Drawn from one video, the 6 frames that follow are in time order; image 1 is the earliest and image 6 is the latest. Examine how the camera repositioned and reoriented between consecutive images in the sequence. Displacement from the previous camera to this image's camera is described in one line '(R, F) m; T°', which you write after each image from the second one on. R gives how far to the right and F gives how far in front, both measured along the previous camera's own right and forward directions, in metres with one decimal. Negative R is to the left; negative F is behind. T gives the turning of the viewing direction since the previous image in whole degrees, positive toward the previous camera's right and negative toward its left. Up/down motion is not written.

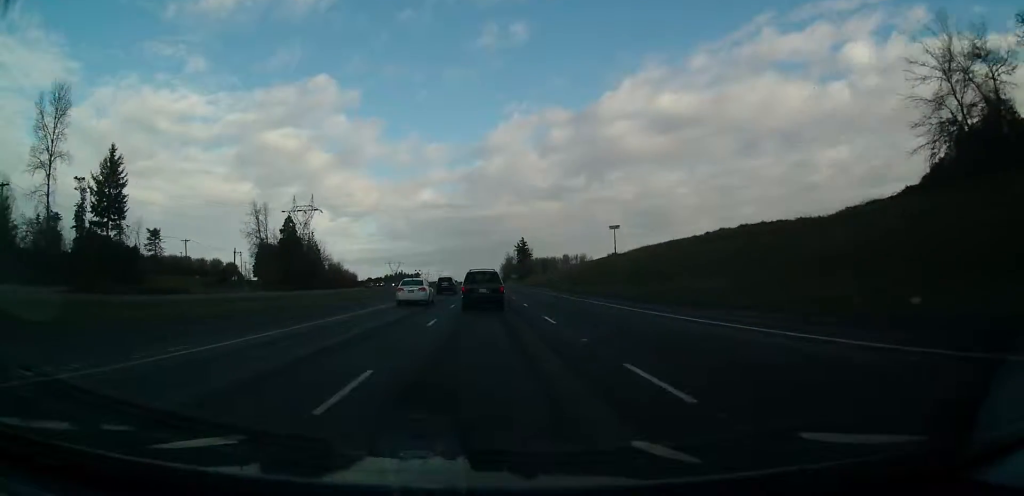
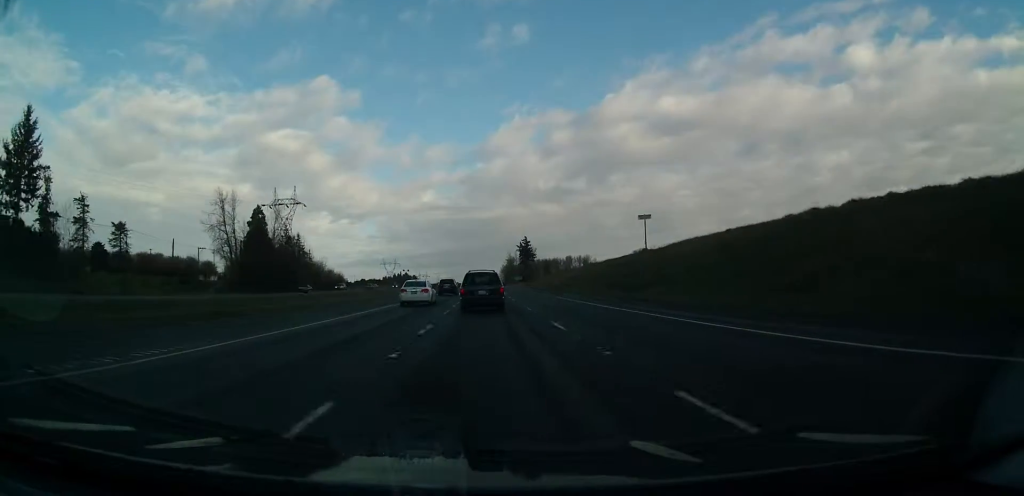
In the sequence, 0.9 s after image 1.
(0.0, +26.9) m; 0°
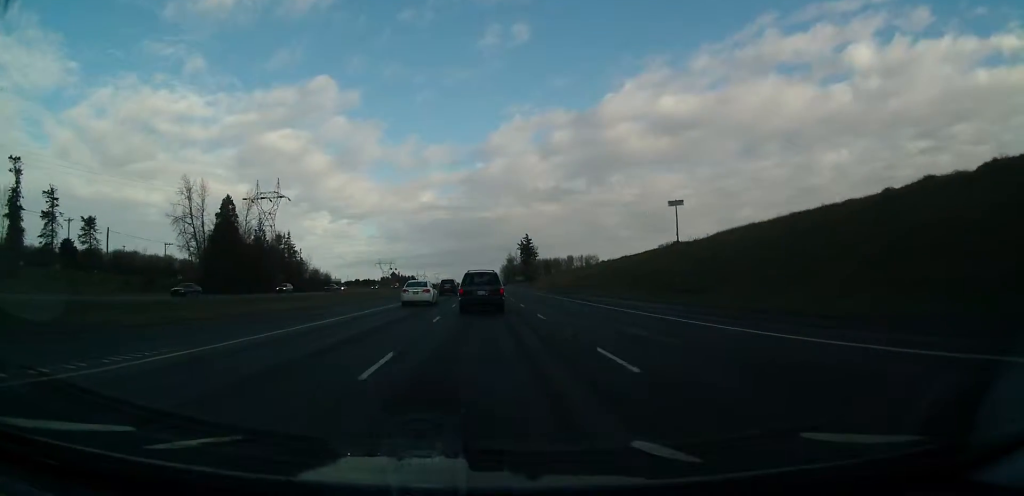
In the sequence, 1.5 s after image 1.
(-0.1, +19.8) m; 0°
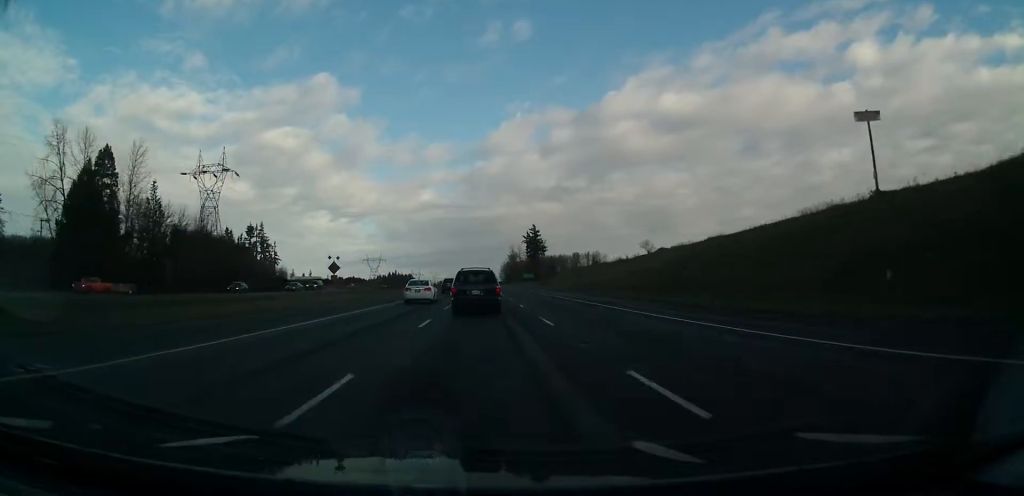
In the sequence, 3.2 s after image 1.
(+0.3, +51.7) m; 0°
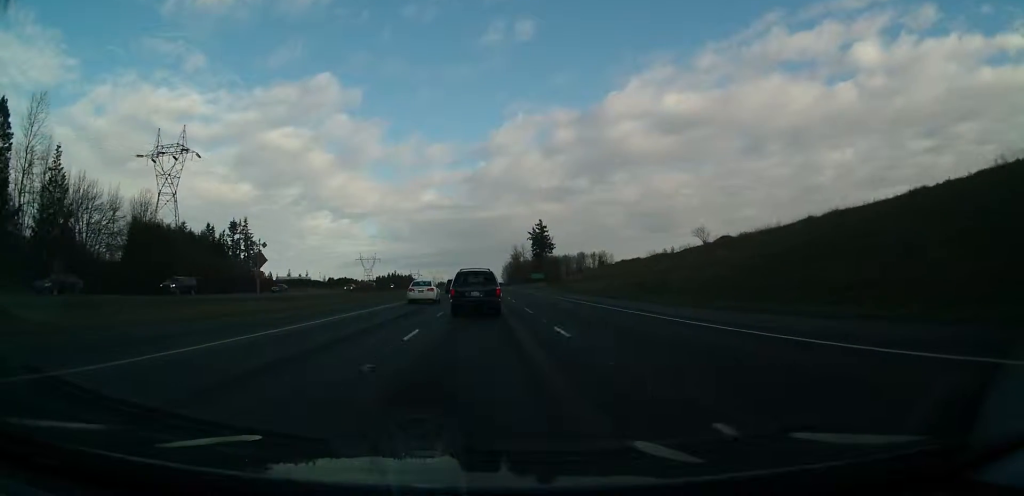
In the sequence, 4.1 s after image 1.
(-0.2, +27.8) m; 0°
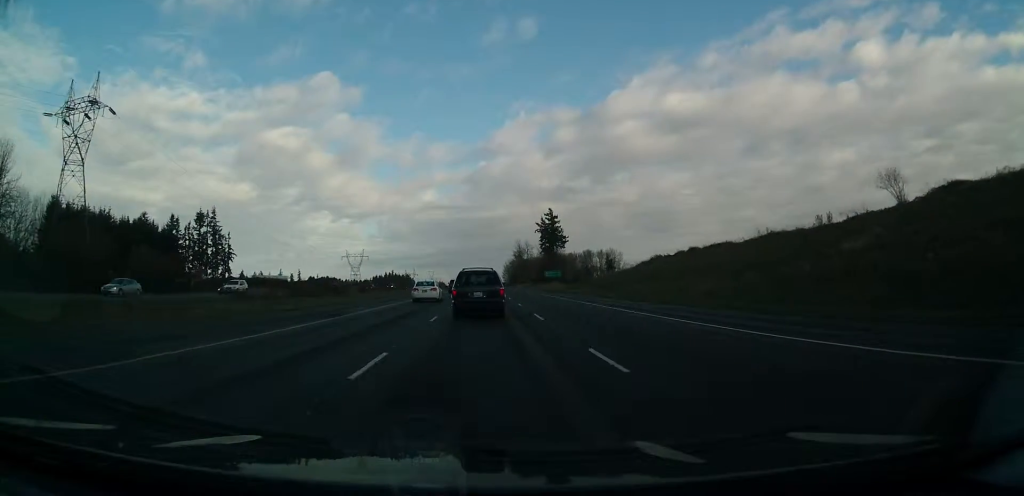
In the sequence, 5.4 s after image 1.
(+0.1, +41.9) m; +1°
